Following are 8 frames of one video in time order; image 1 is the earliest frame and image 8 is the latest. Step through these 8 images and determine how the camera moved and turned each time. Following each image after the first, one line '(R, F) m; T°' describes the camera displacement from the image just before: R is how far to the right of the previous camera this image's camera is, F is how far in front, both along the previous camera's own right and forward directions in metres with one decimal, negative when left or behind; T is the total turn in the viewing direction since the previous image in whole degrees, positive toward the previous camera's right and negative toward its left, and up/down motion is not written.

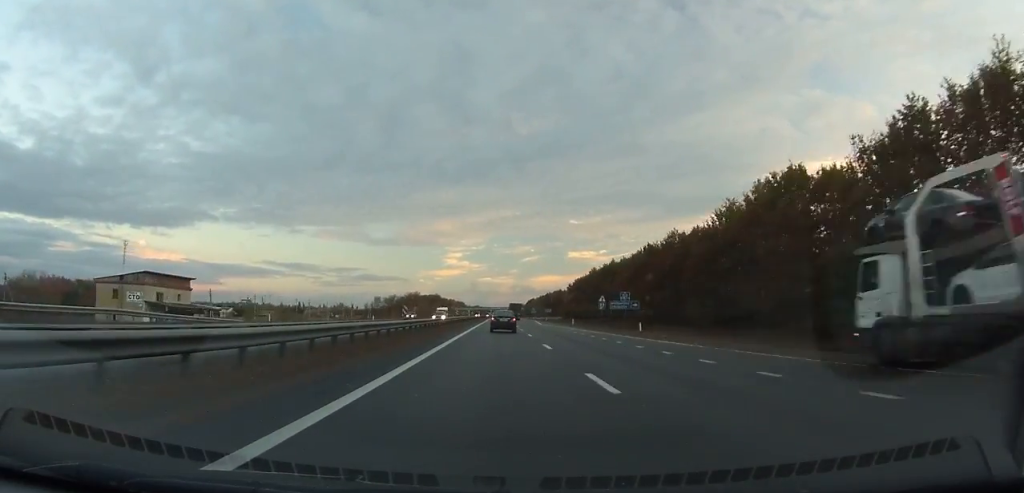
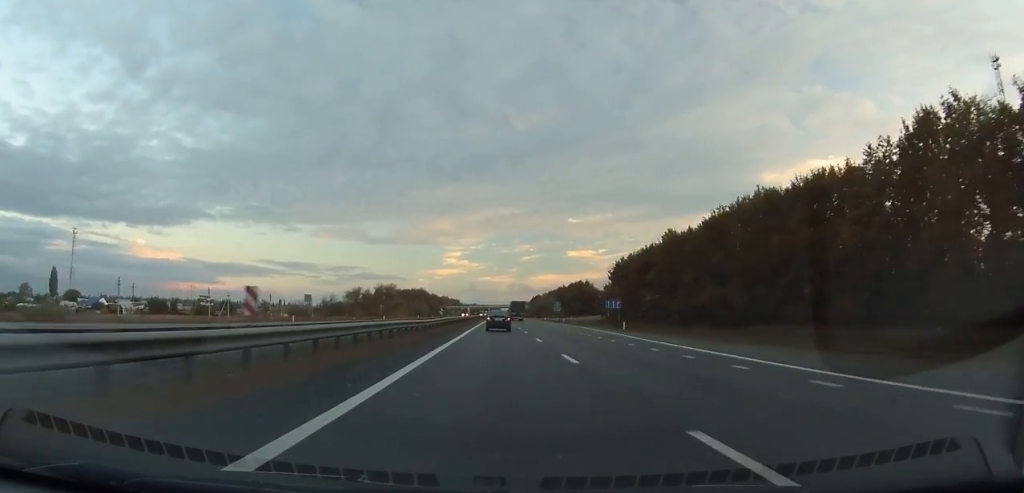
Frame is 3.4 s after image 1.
(0.0, +86.3) m; 0°
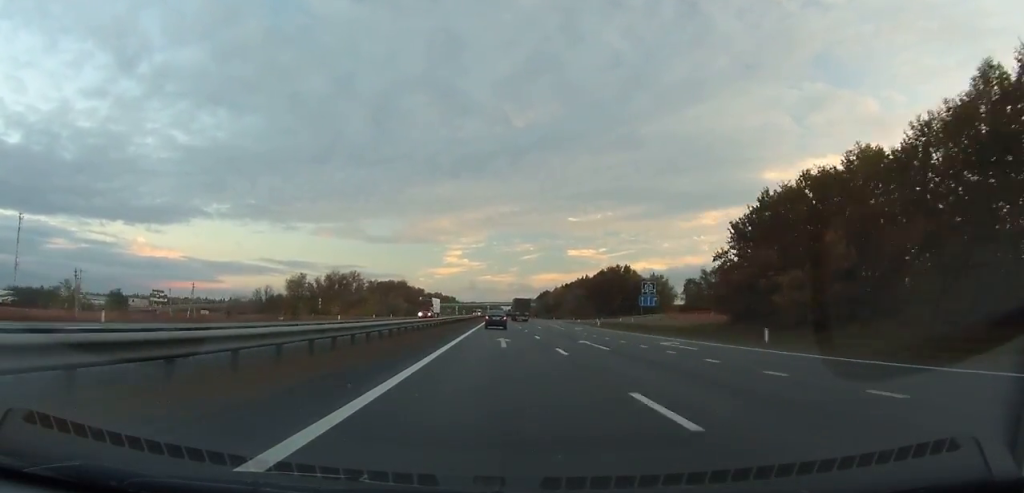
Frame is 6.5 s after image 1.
(0.0, +77.4) m; 0°
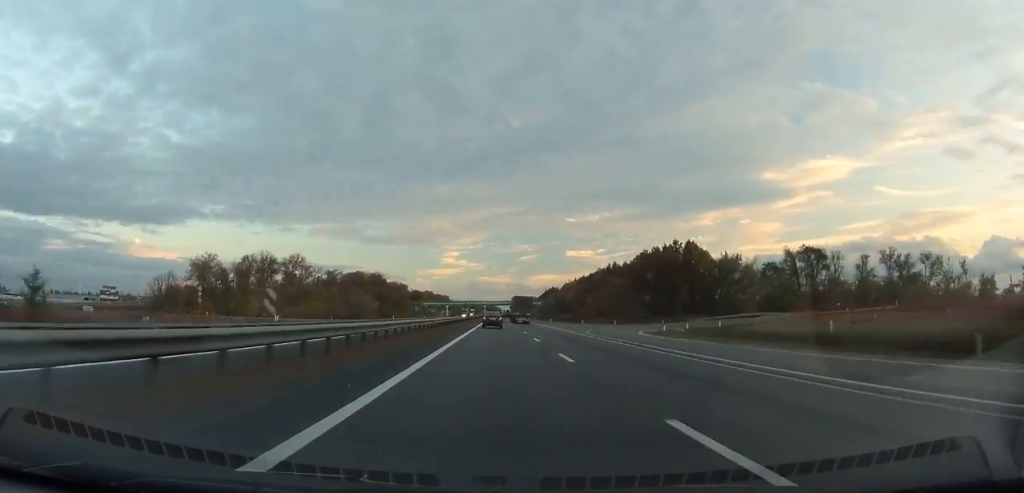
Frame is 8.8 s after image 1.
(0.0, +56.8) m; 0°
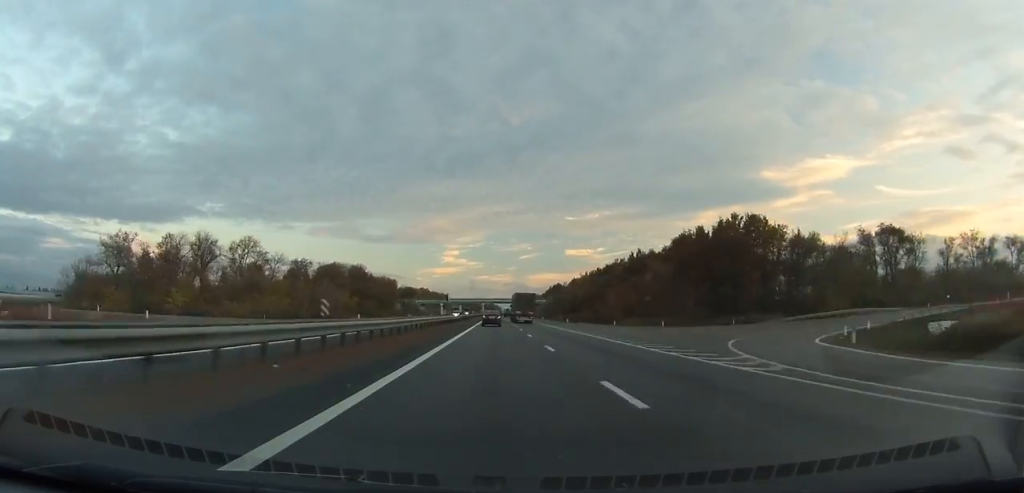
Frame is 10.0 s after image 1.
(0.0, +29.6) m; 0°
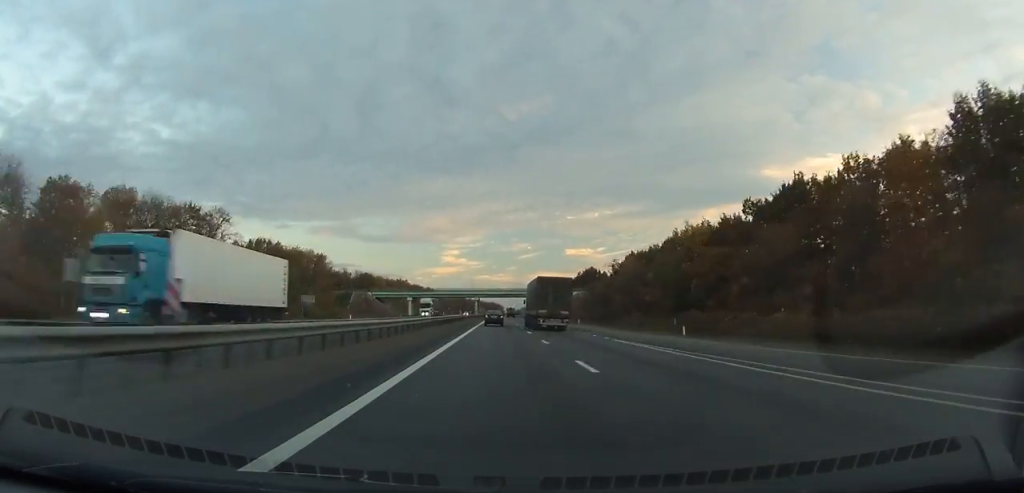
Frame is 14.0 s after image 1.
(+0.4, +104.2) m; 0°
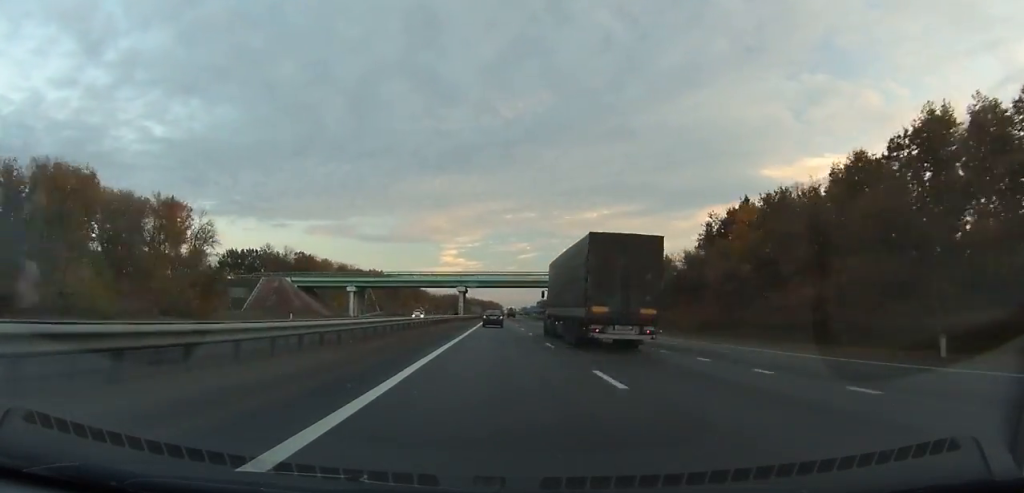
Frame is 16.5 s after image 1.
(0.0, +70.7) m; 0°
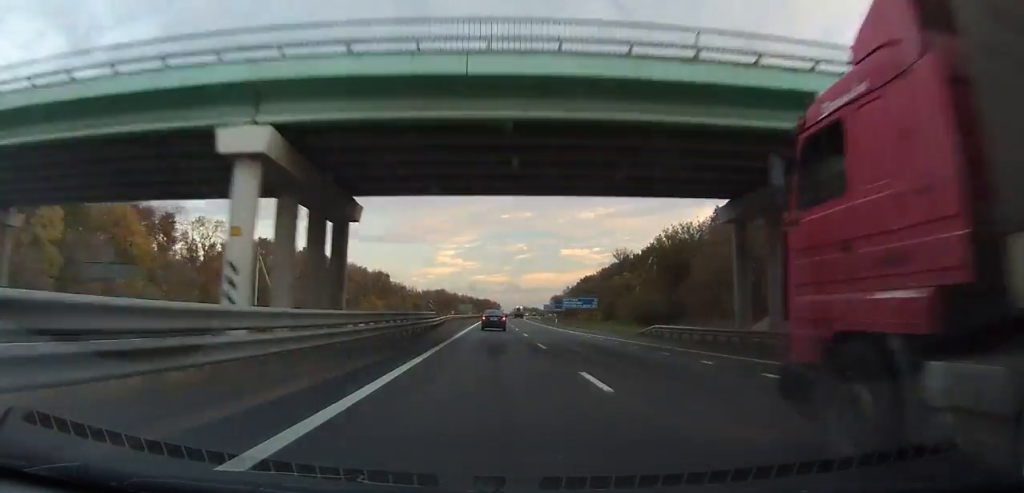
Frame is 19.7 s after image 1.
(-0.3, +93.5) m; 0°
